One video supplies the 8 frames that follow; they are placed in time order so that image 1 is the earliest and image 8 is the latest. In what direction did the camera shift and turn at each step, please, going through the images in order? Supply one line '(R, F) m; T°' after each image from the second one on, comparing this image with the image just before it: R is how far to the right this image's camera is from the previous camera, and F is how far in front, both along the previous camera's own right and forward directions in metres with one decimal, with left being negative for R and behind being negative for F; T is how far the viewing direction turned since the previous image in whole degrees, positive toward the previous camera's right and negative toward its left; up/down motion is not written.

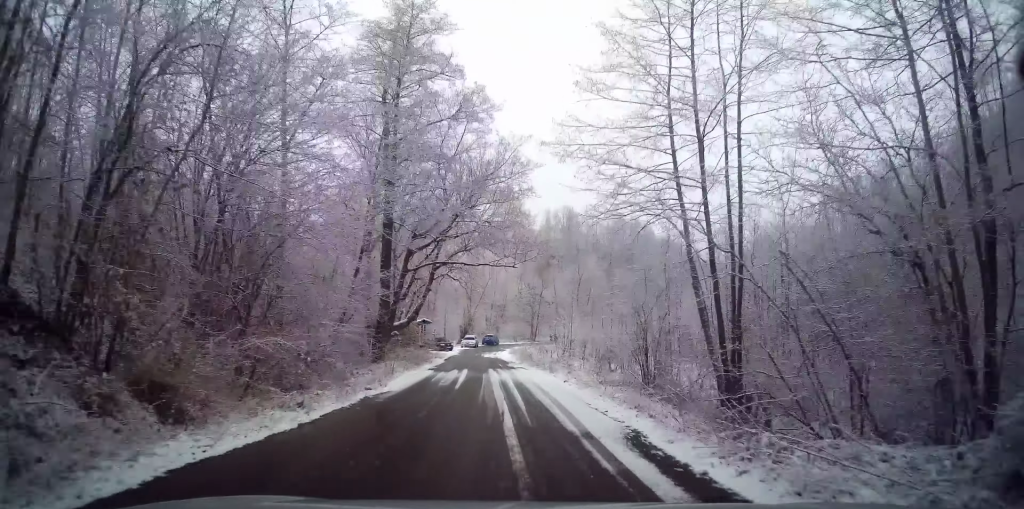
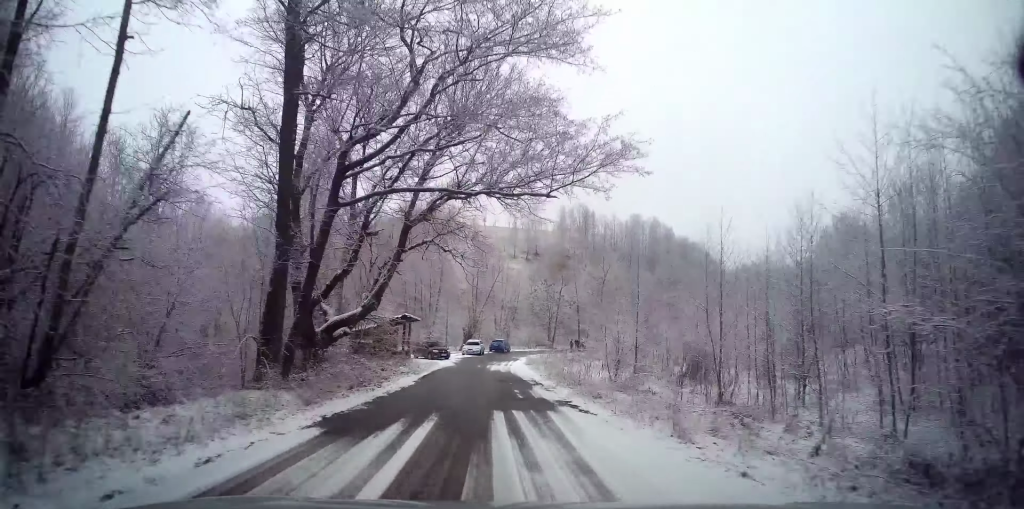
(+1.2, +14.4) m; +6°
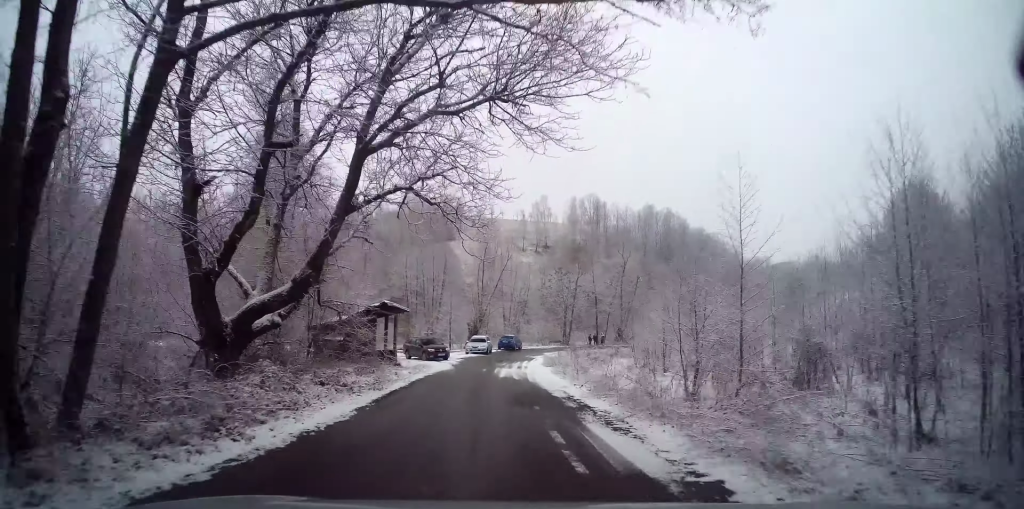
(+0.2, +8.3) m; 0°
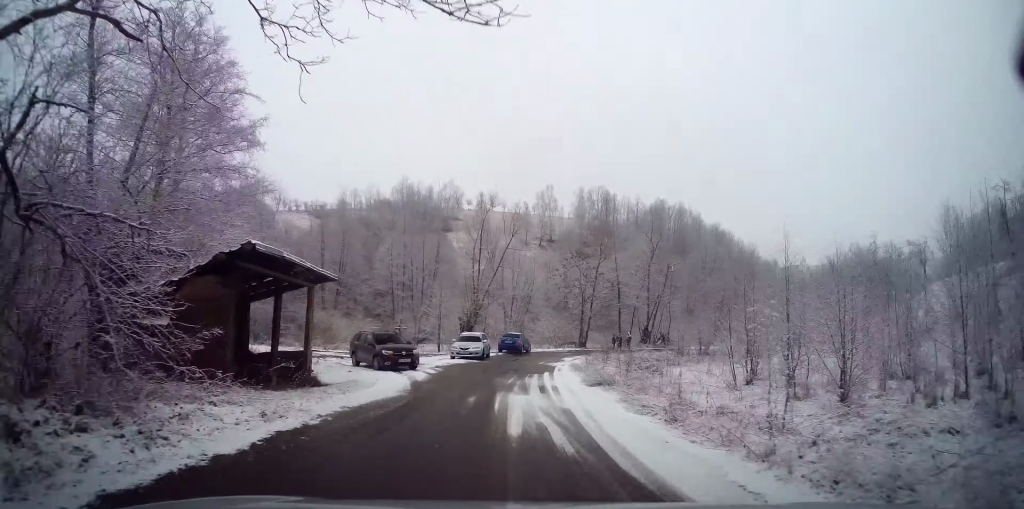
(-0.1, +14.1) m; 0°
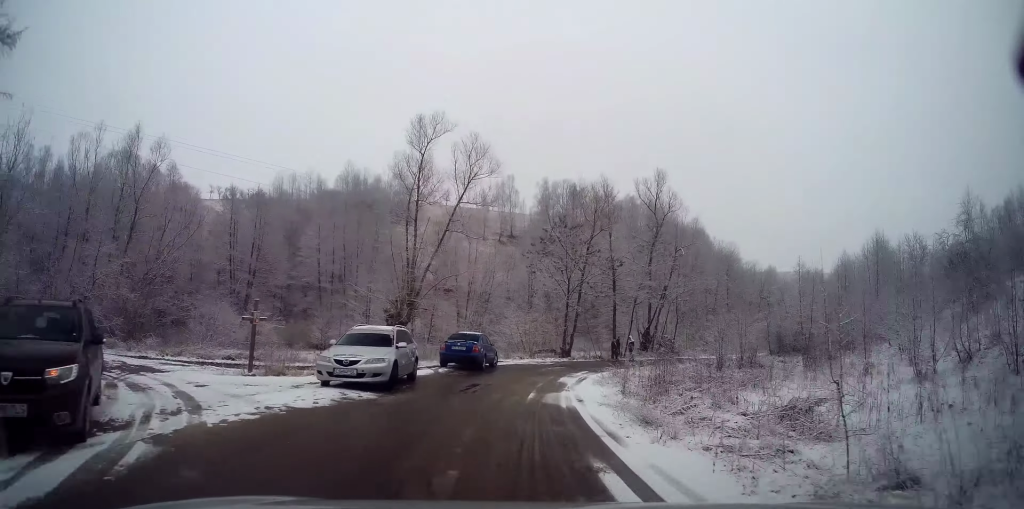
(+0.3, +16.8) m; +5°
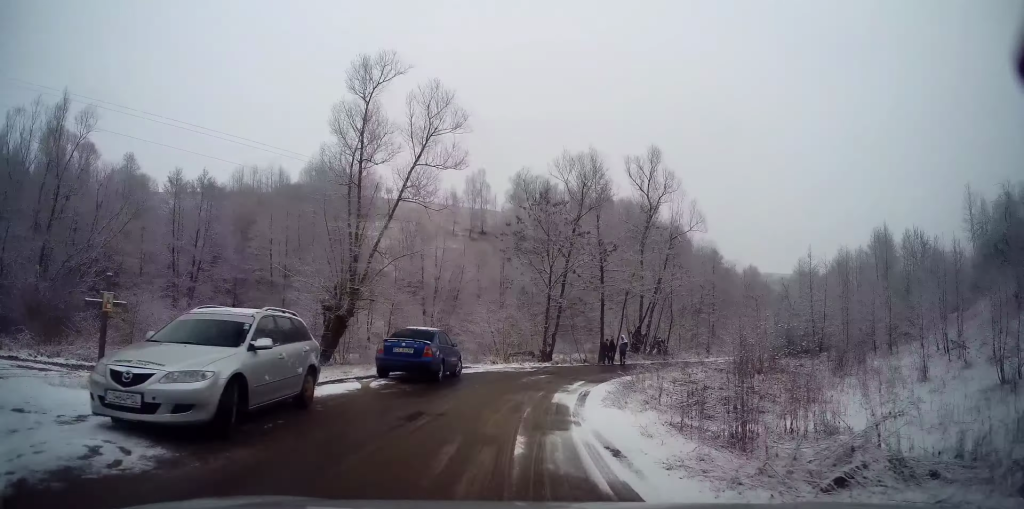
(+0.3, +6.5) m; +4°
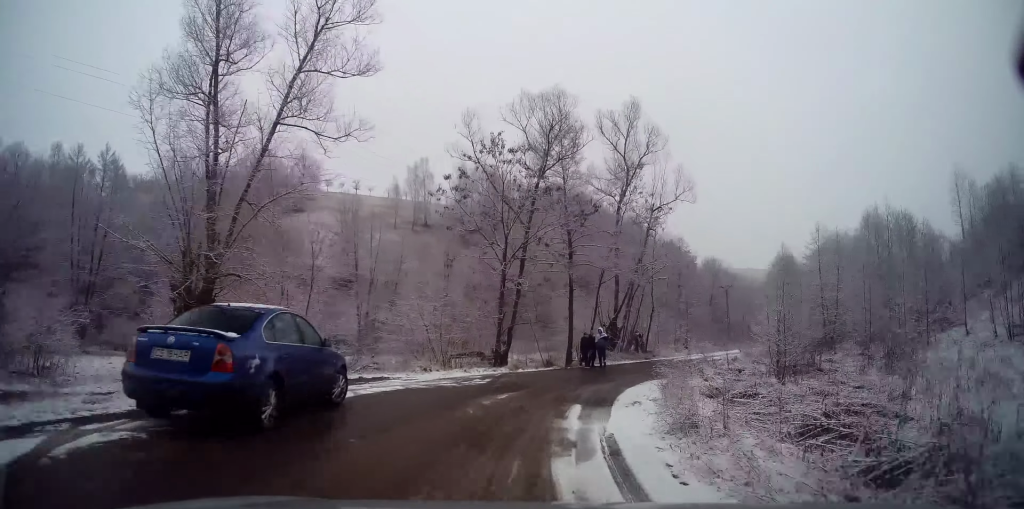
(+0.4, +8.5) m; +6°
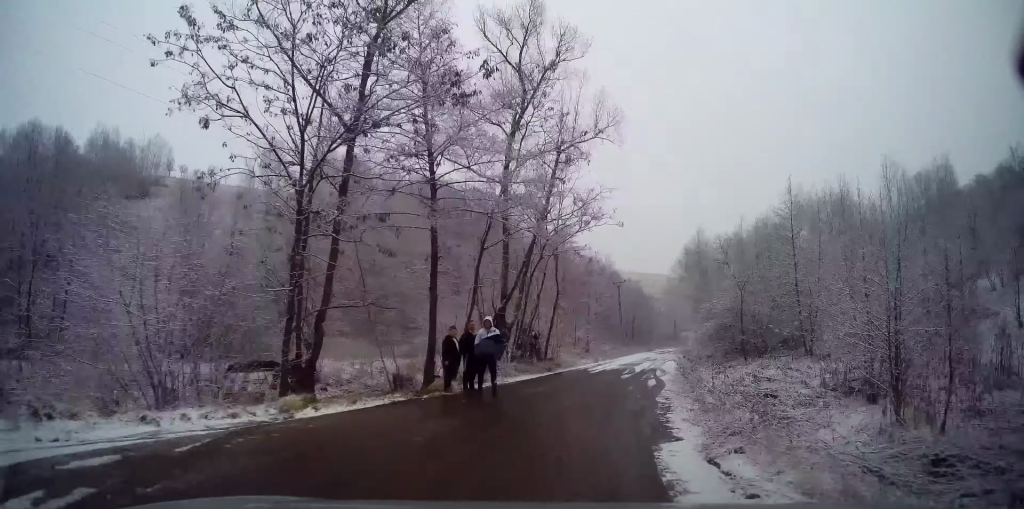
(+1.0, +12.6) m; +12°
